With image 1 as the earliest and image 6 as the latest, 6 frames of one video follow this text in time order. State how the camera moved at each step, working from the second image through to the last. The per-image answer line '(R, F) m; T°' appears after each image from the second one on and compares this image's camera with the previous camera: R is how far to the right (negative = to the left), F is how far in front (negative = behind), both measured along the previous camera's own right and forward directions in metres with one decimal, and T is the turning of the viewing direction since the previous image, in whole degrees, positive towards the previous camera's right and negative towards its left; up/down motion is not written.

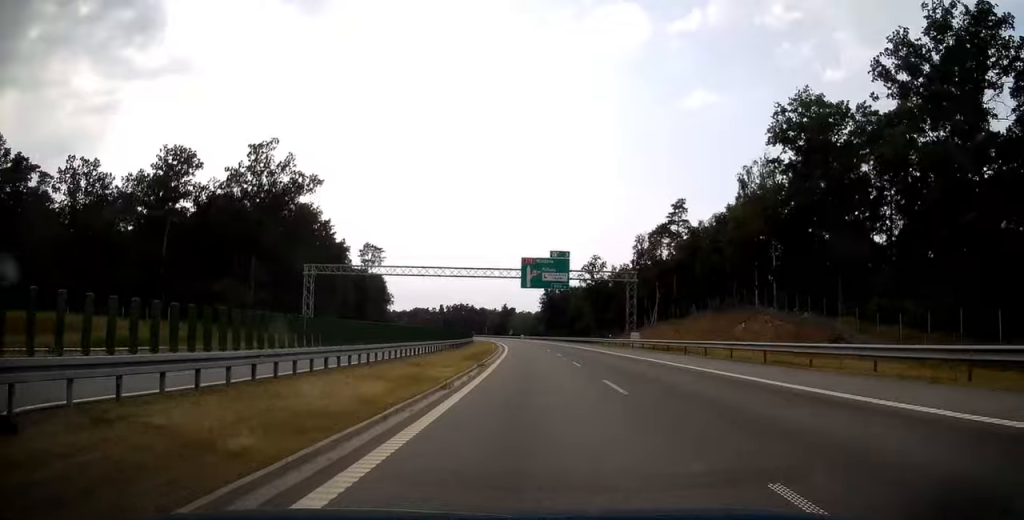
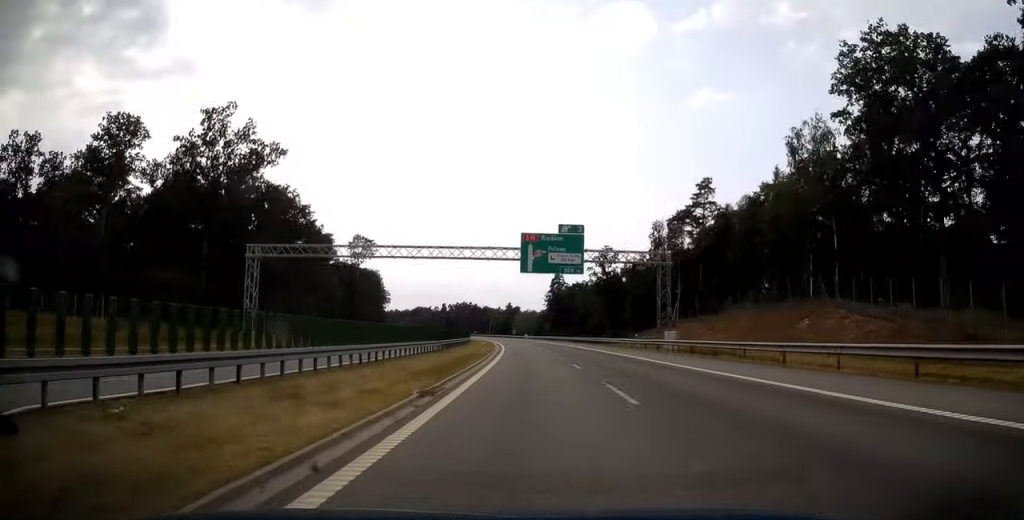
(-0.1, +14.0) m; 0°
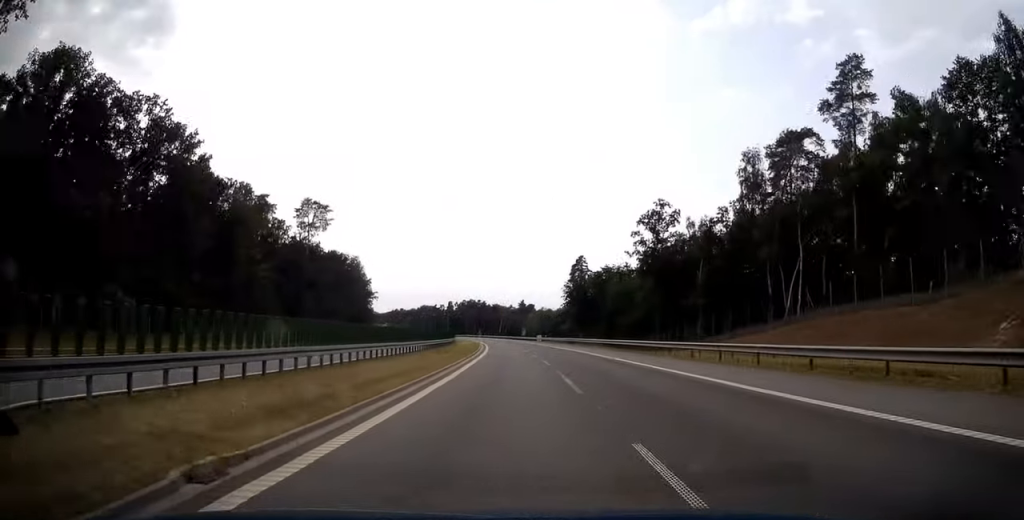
(-0.3, +43.7) m; -1°
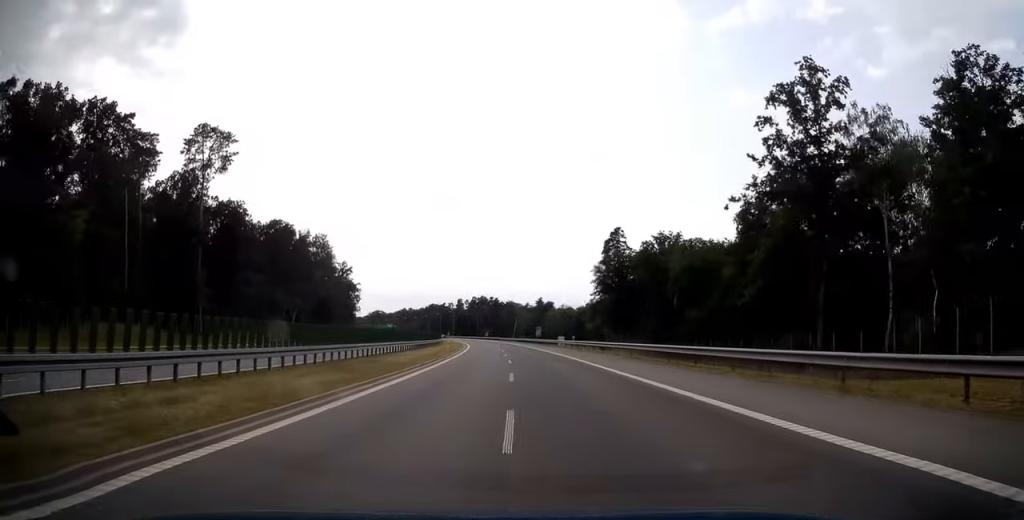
(-0.8, +44.2) m; -3°
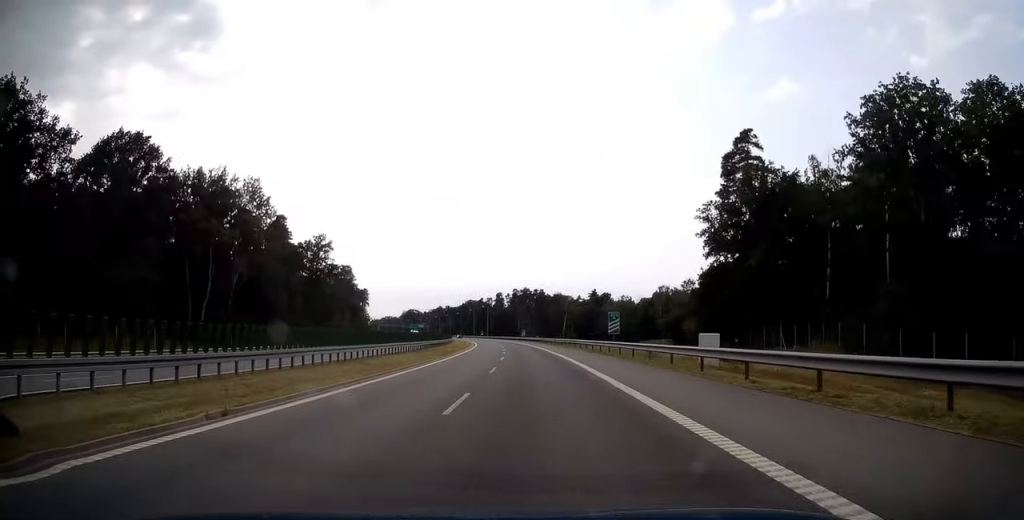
(-2.0, +56.3) m; -3°
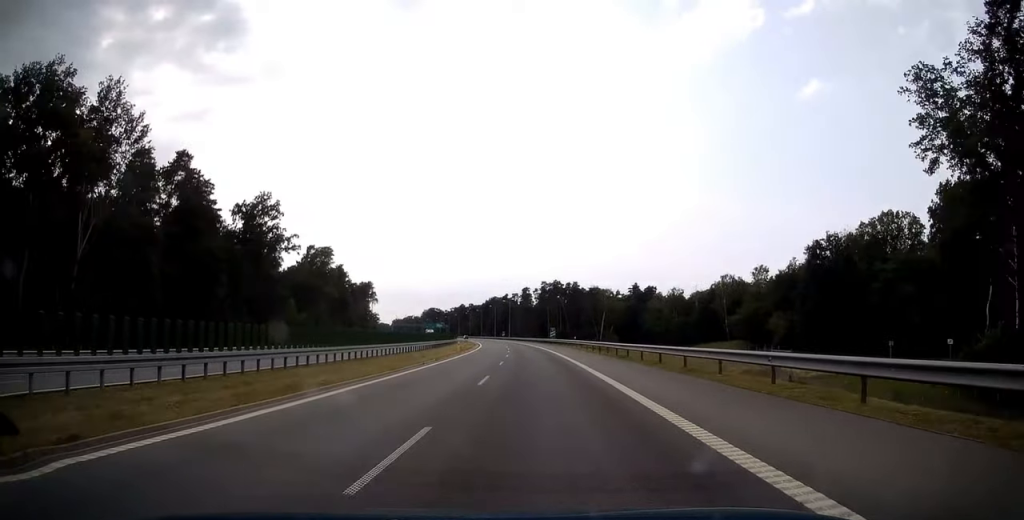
(-0.7, +41.4) m; -3°
